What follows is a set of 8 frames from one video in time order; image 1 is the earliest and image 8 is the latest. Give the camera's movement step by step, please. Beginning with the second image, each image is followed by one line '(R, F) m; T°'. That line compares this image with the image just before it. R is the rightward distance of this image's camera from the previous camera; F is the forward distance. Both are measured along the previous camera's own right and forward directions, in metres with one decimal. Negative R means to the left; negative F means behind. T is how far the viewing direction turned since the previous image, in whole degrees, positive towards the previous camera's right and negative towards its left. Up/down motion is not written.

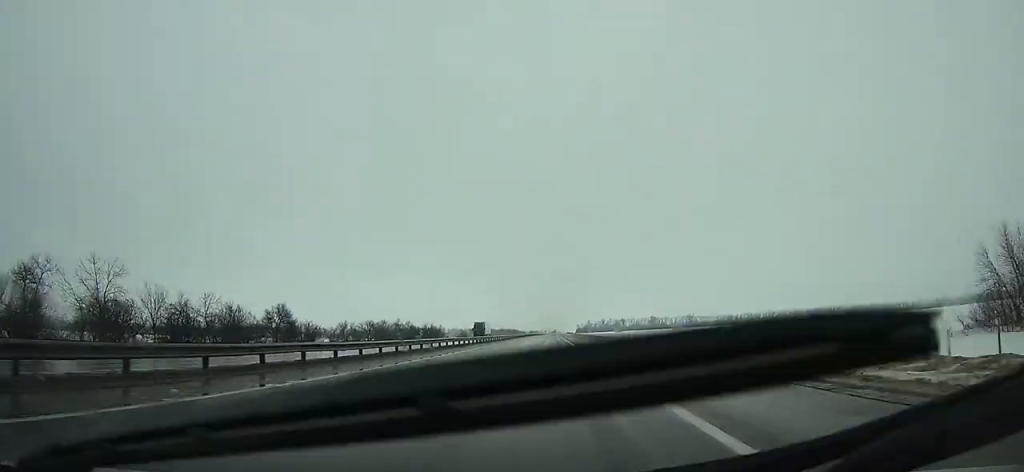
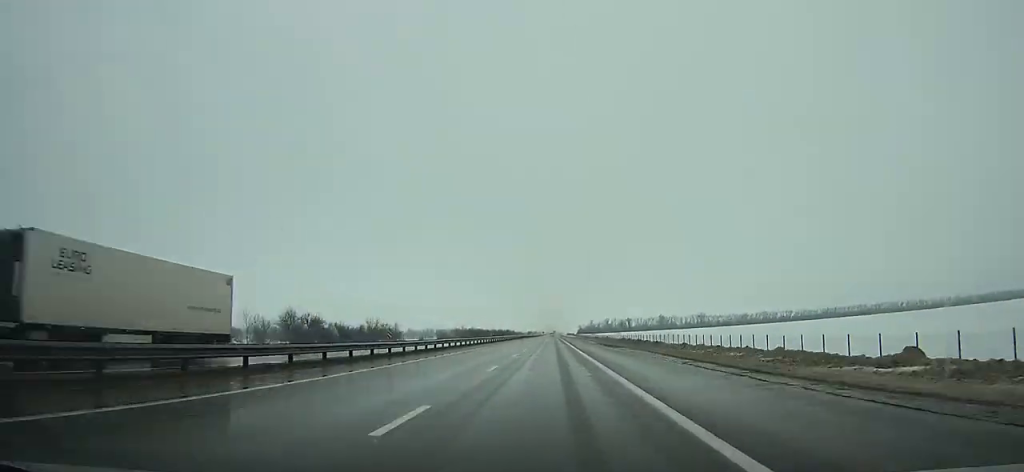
(+0.1, +61.2) m; 0°
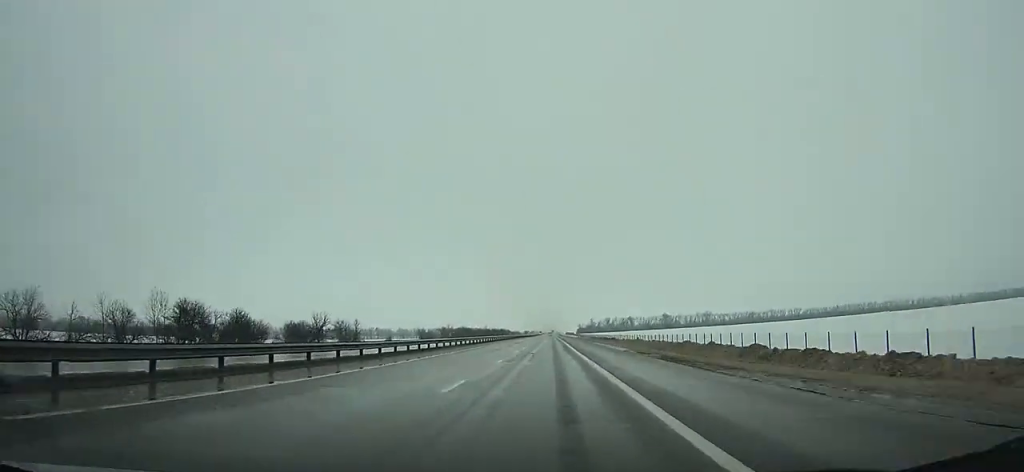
(+0.1, +31.9) m; 0°
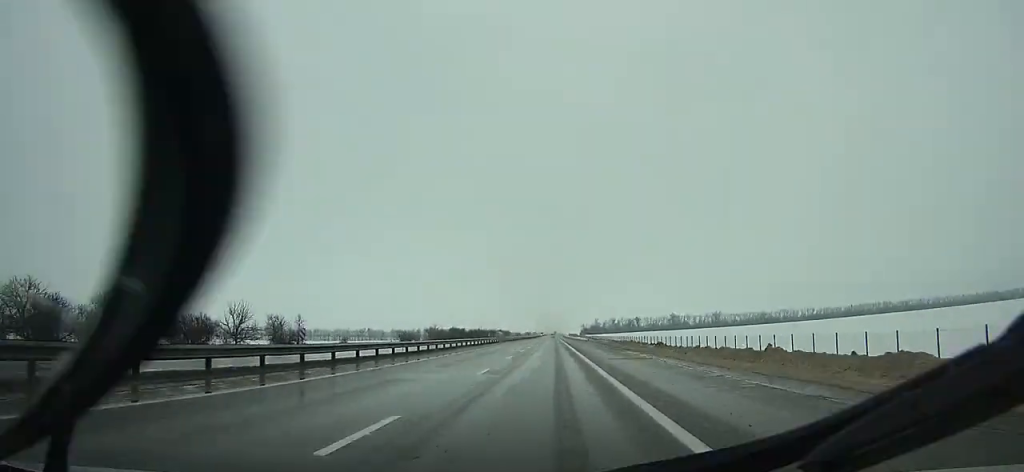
(-0.1, +29.8) m; 0°
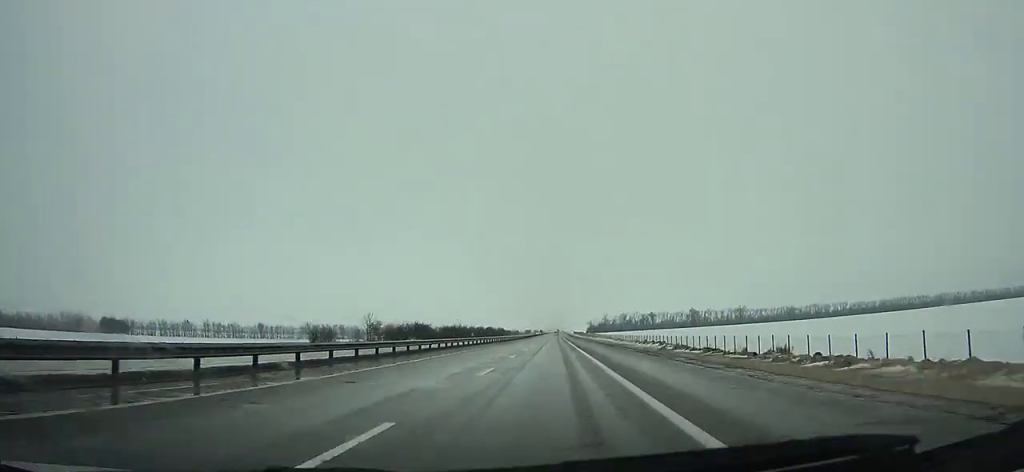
(-0.2, +73.5) m; 0°
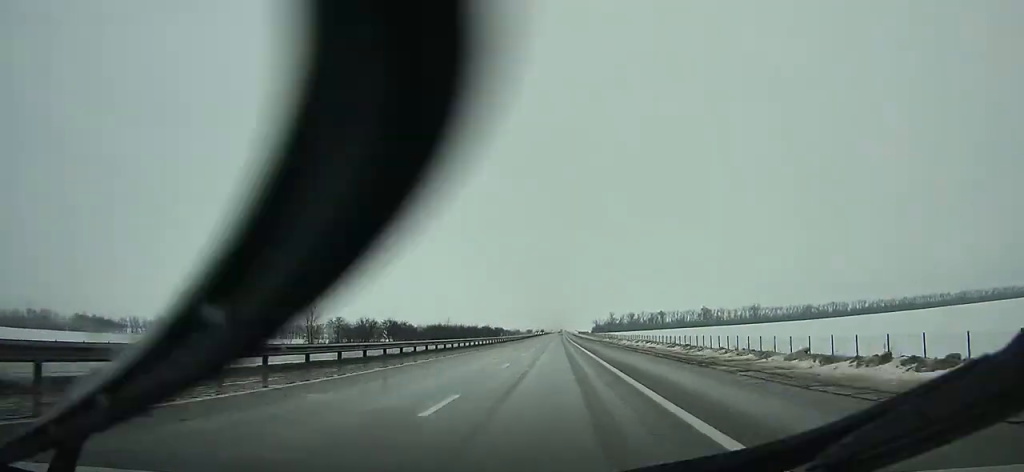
(-0.1, +32.2) m; 0°
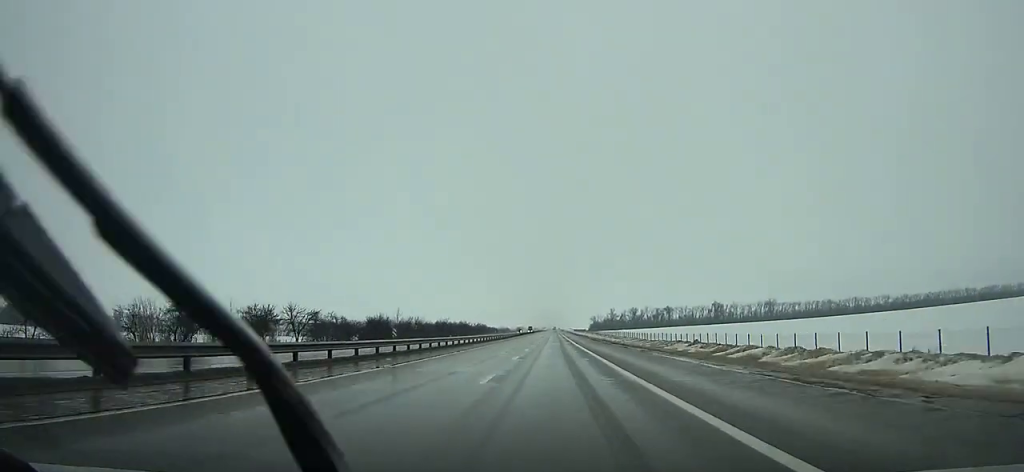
(0.0, +54.9) m; 0°
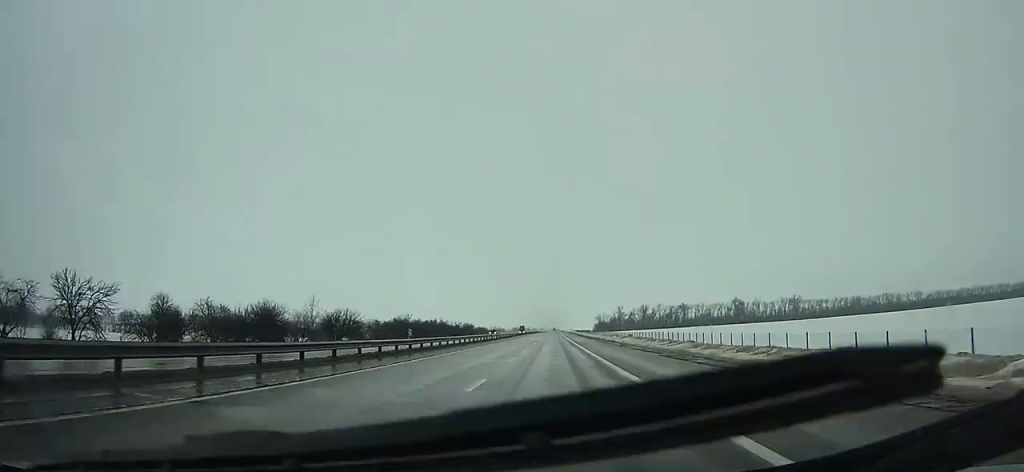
(+0.1, +50.1) m; 0°
